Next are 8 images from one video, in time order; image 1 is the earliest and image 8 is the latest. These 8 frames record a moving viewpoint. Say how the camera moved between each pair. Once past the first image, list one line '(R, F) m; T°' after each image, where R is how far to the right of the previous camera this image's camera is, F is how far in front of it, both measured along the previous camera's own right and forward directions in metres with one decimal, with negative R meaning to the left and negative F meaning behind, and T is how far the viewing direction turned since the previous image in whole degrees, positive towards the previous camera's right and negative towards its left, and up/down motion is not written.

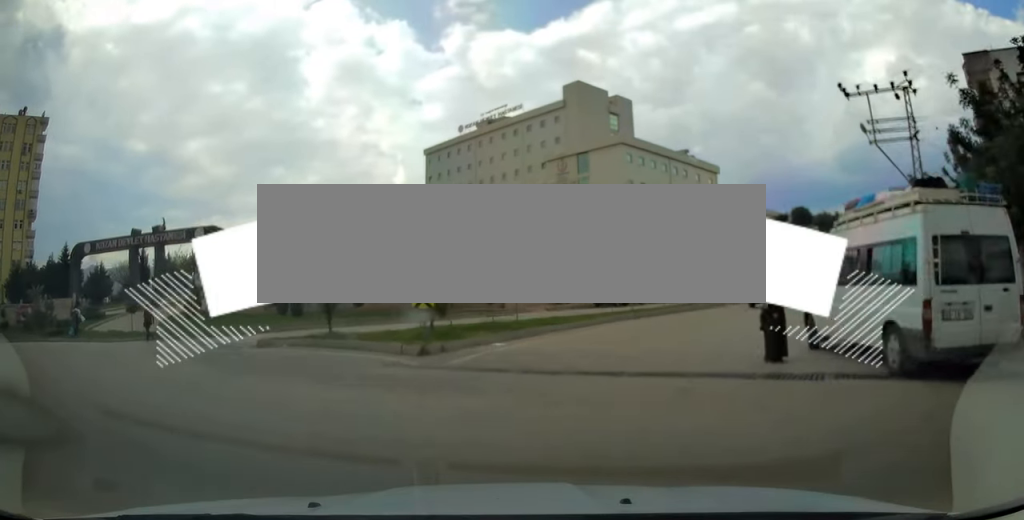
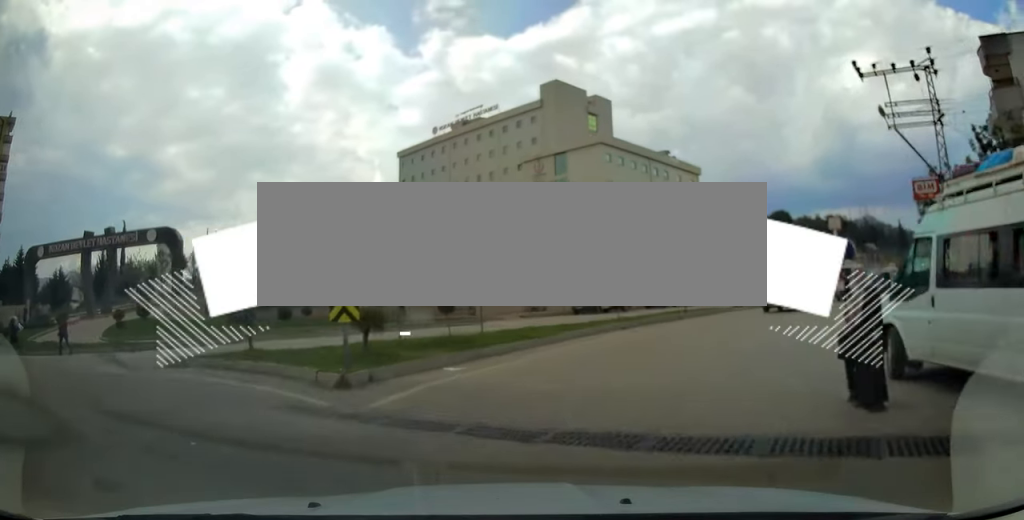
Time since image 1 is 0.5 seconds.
(-0.2, +3.8) m; +2°
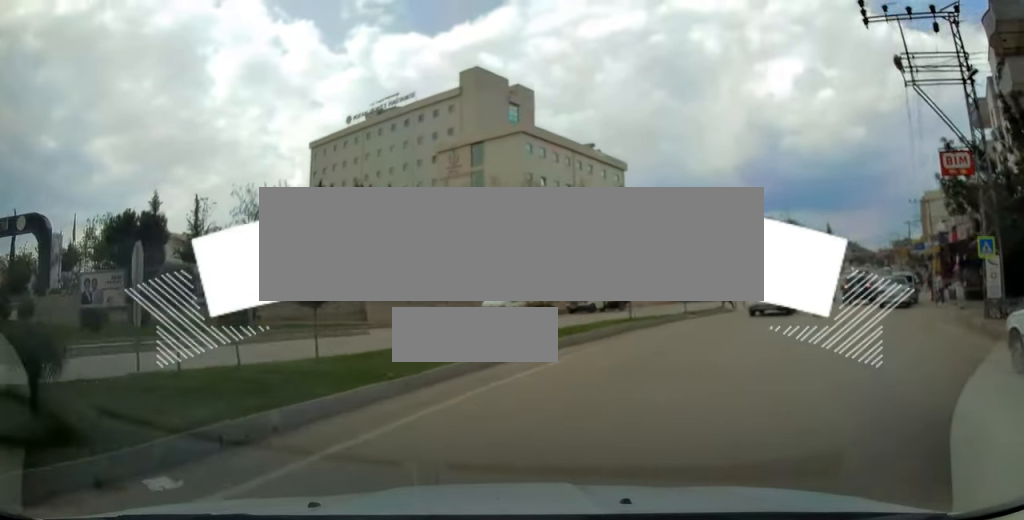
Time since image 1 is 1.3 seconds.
(+0.5, +6.9) m; +8°
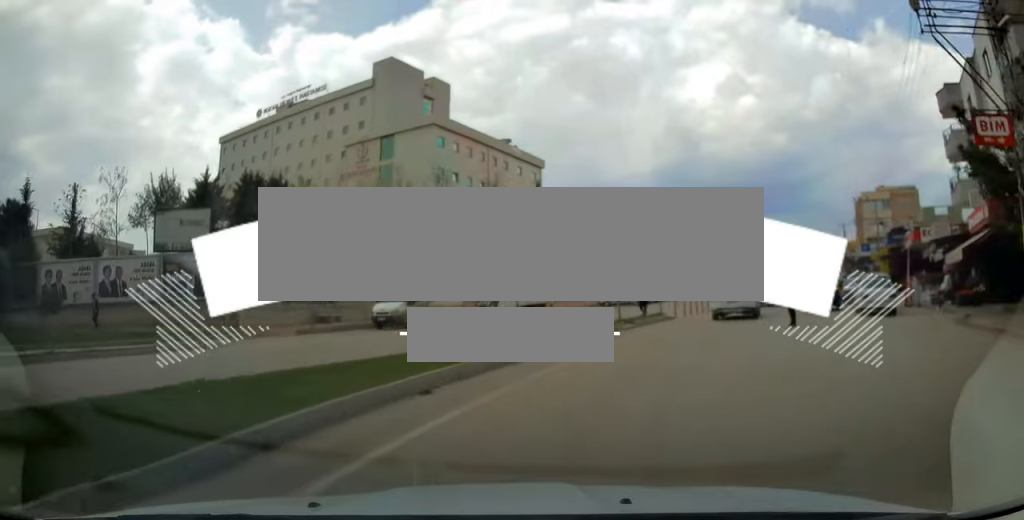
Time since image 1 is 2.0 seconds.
(+0.4, +5.6) m; +7°
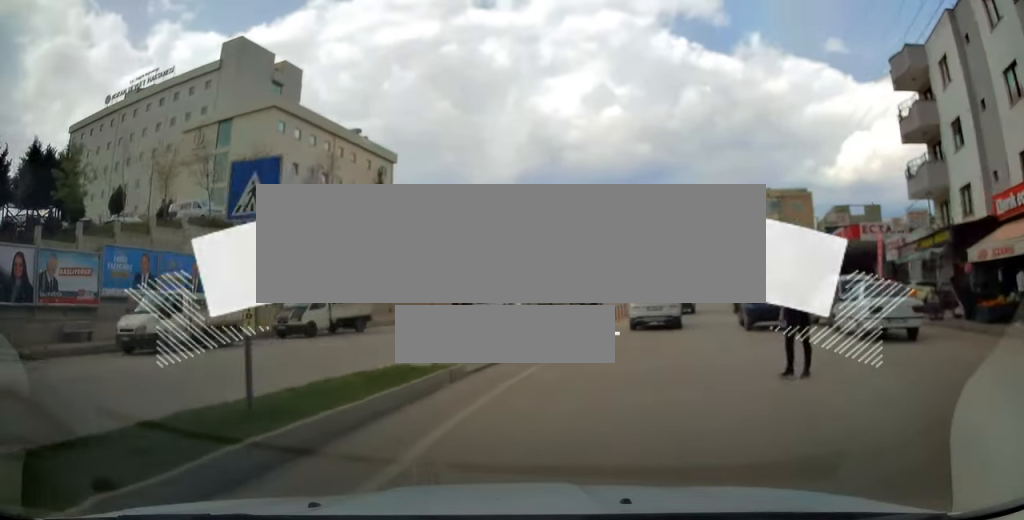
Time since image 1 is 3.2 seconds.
(+1.1, +10.0) m; +11°
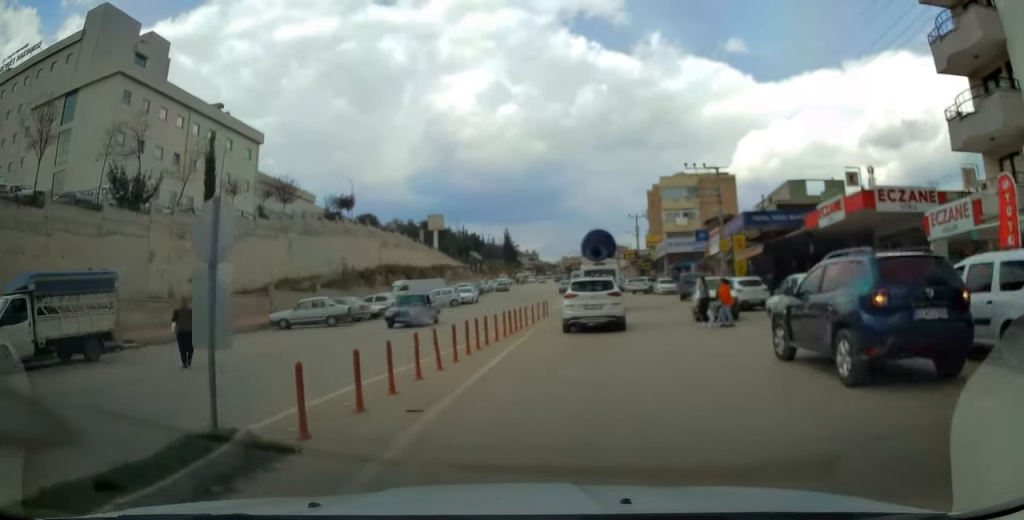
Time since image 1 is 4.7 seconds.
(+1.1, +13.0) m; +10°
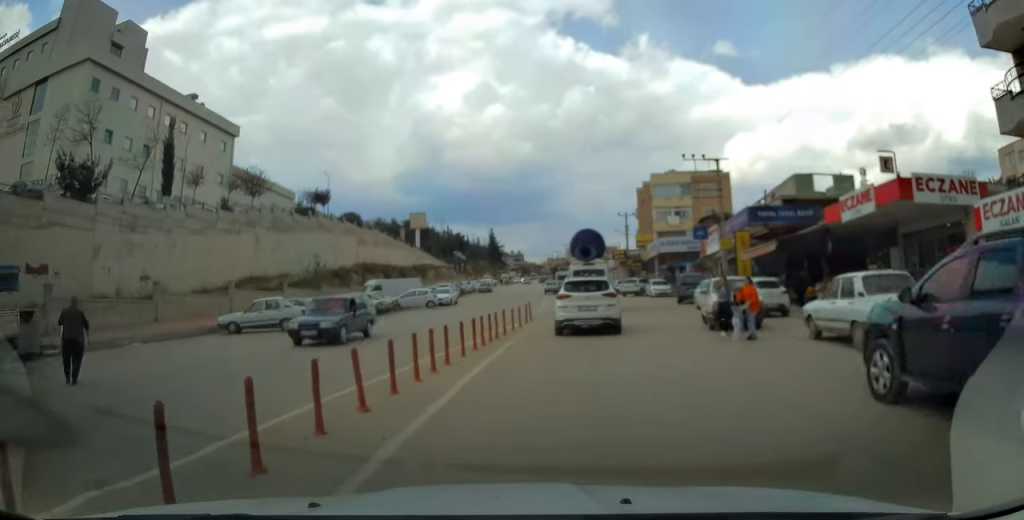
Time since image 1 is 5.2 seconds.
(+0.3, +3.8) m; +2°
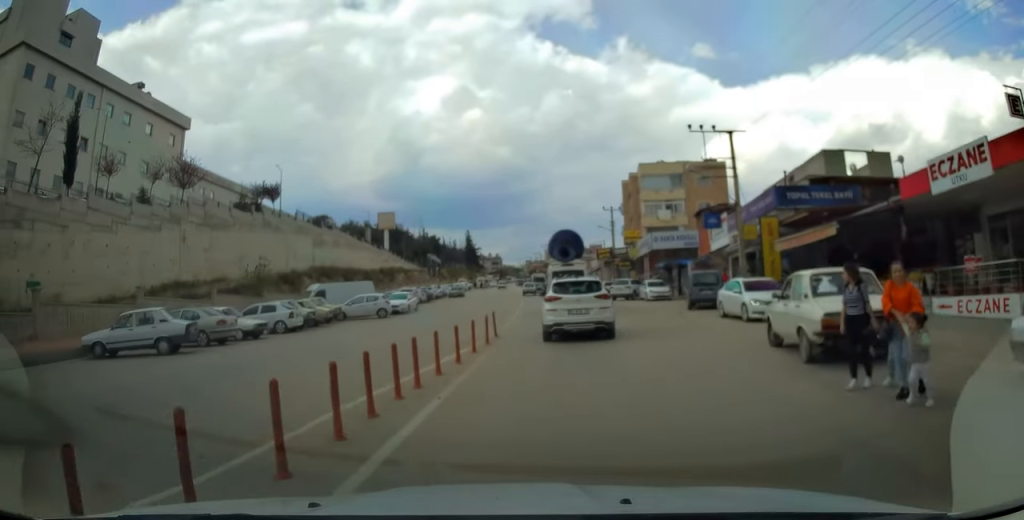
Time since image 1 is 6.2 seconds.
(+0.3, +7.9) m; +3°
